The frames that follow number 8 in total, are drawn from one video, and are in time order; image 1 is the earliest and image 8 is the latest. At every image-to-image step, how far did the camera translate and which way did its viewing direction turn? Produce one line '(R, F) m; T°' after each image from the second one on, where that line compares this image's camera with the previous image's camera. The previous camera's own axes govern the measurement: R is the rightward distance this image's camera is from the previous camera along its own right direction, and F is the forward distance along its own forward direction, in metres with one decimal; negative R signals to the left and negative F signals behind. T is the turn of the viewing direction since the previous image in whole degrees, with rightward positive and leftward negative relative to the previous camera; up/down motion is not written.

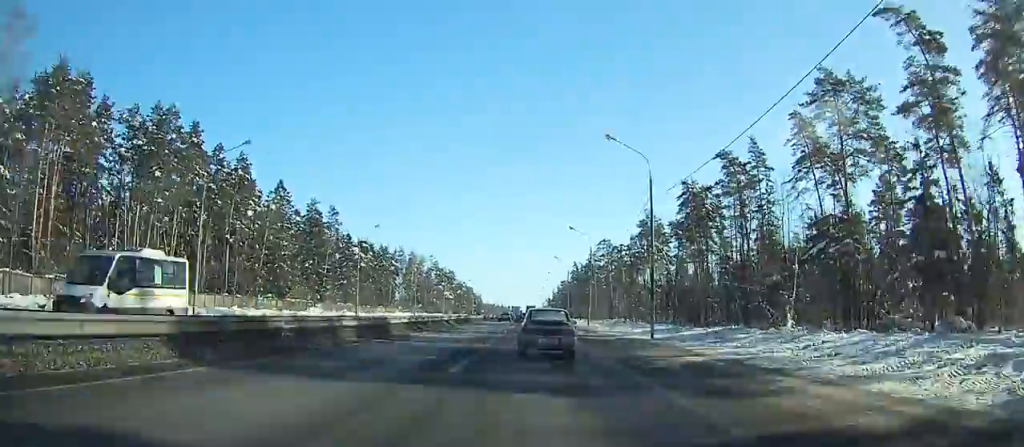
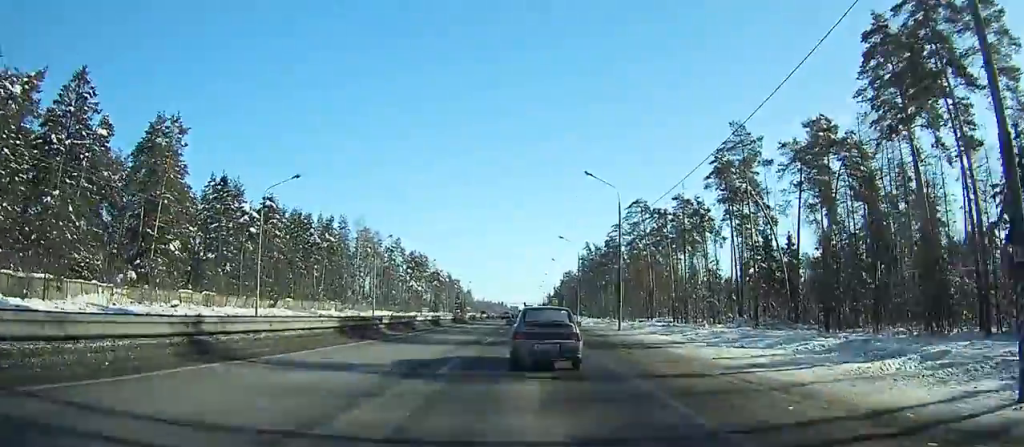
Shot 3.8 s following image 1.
(0.0, +60.3) m; 0°
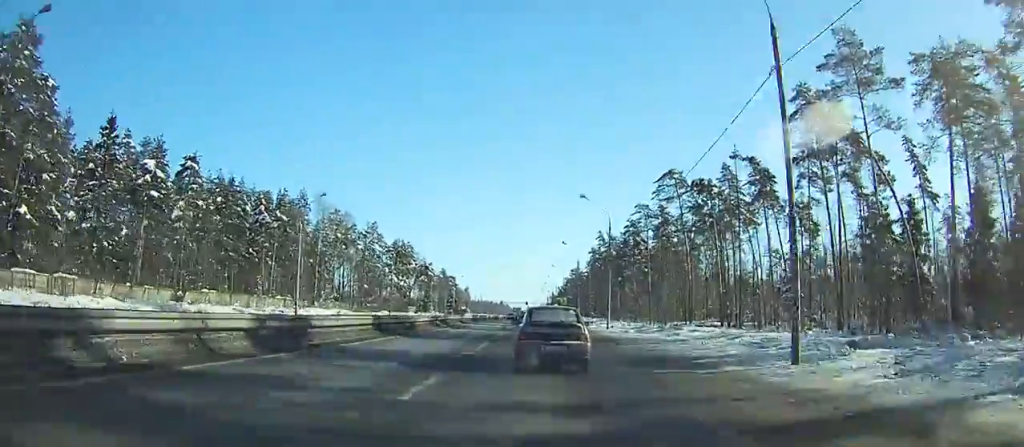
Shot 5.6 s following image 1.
(0.0, +27.9) m; 0°
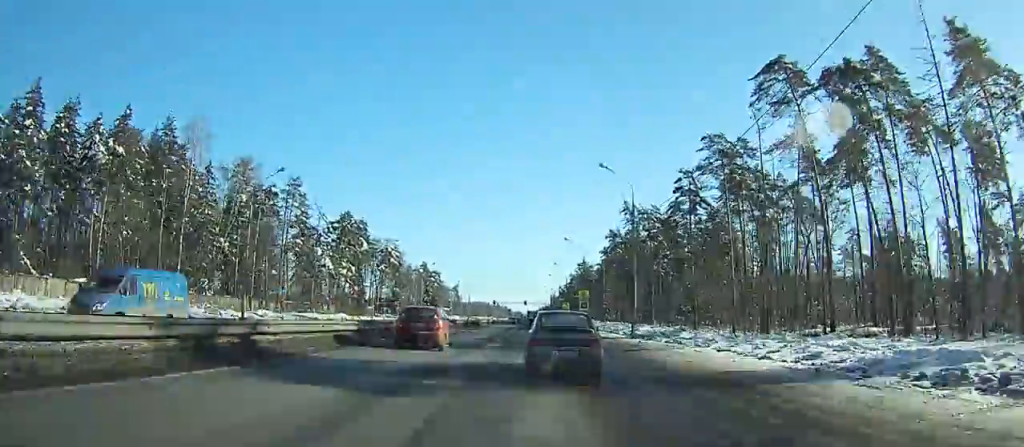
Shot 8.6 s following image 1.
(0.0, +45.9) m; 0°
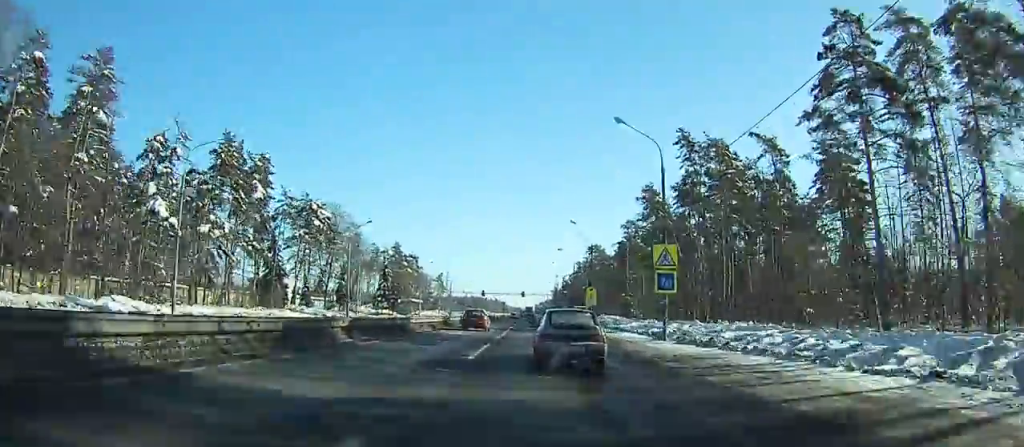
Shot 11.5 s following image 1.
(0.0, +44.5) m; 0°
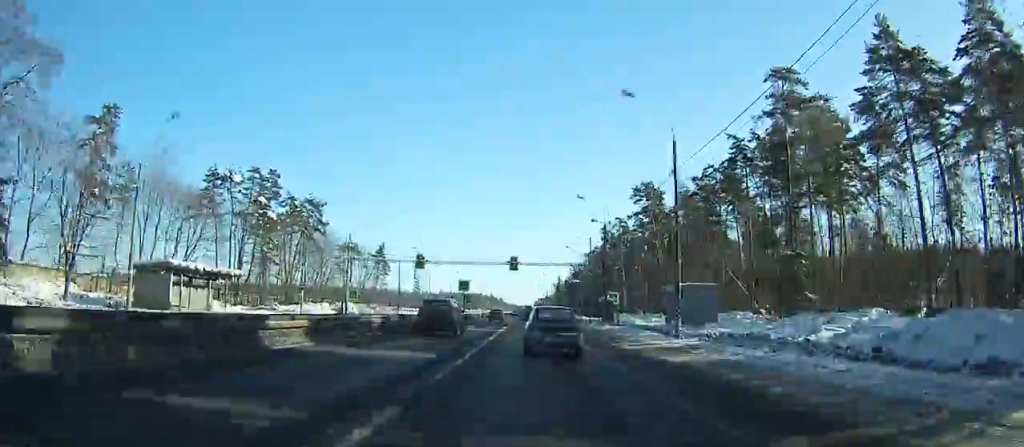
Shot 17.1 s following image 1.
(0.0, +87.1) m; 0°
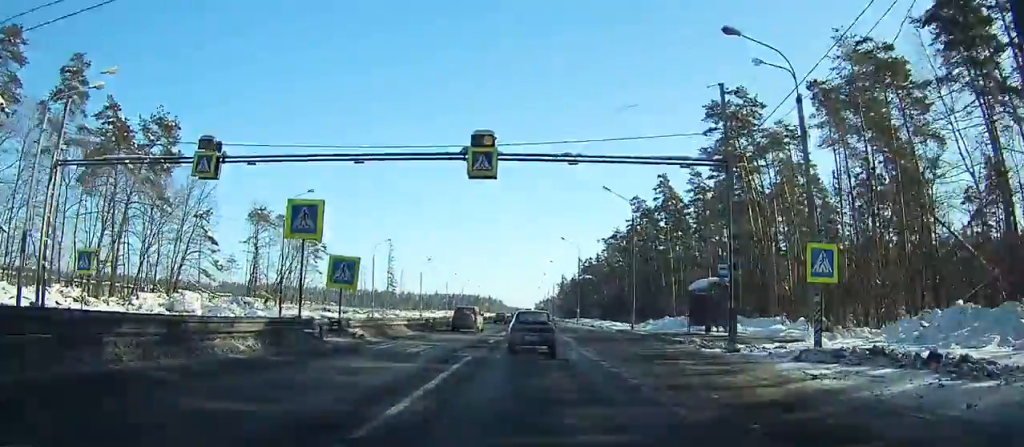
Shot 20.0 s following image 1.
(0.0, +45.9) m; 0°
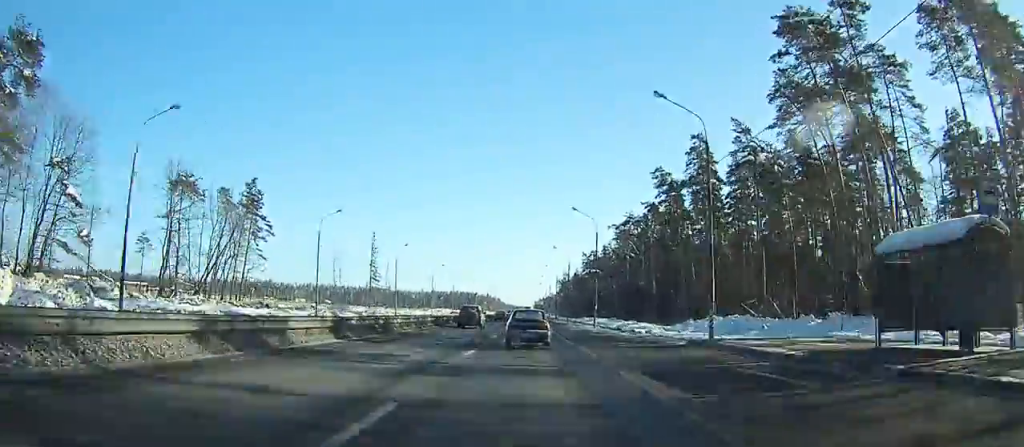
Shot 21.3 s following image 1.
(0.0, +20.8) m; 0°
